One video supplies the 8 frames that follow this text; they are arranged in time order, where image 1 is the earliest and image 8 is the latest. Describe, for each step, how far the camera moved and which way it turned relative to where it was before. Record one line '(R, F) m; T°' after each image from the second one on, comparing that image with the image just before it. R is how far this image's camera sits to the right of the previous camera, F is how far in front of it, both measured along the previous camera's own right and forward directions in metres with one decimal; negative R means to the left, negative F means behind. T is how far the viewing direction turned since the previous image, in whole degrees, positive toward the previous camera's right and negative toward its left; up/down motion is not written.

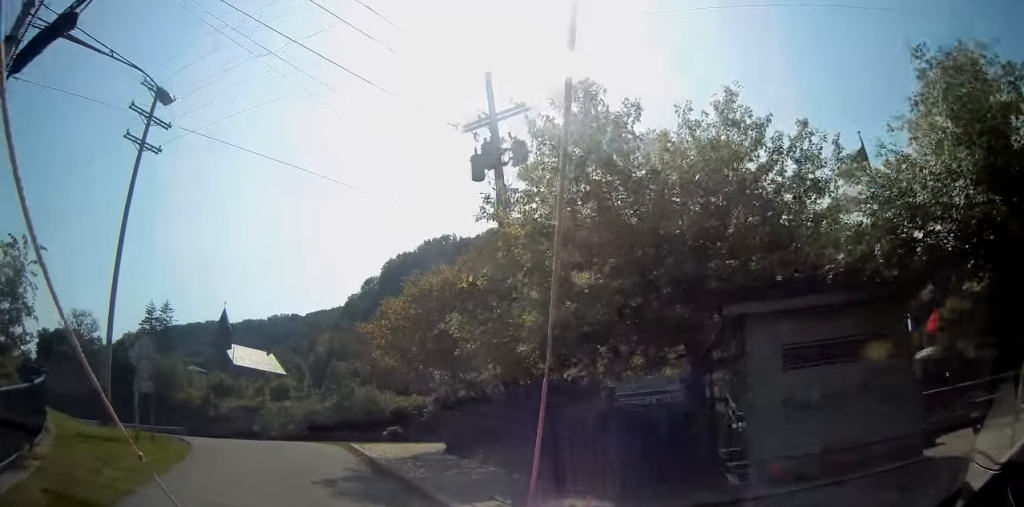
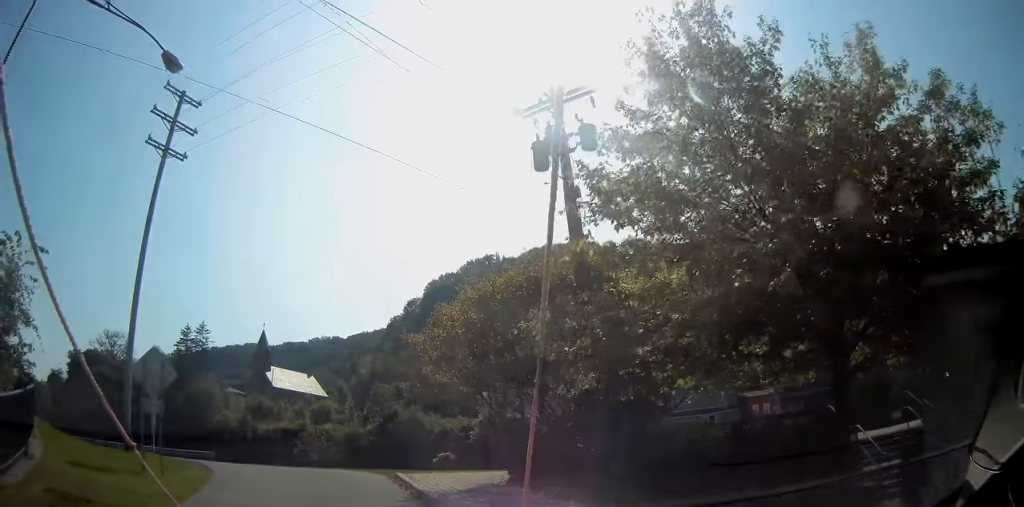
(+0.2, +2.4) m; -4°
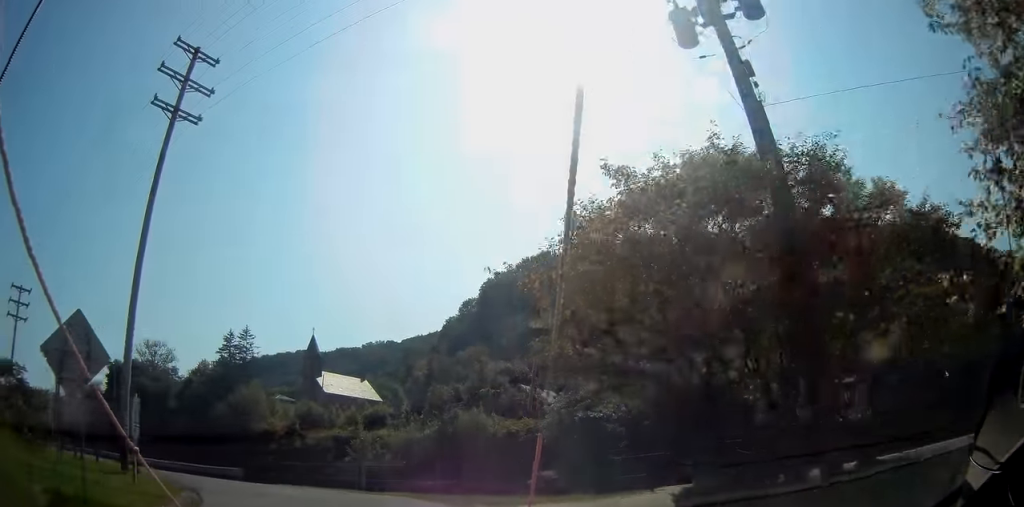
(-0.9, +6.4) m; -8°
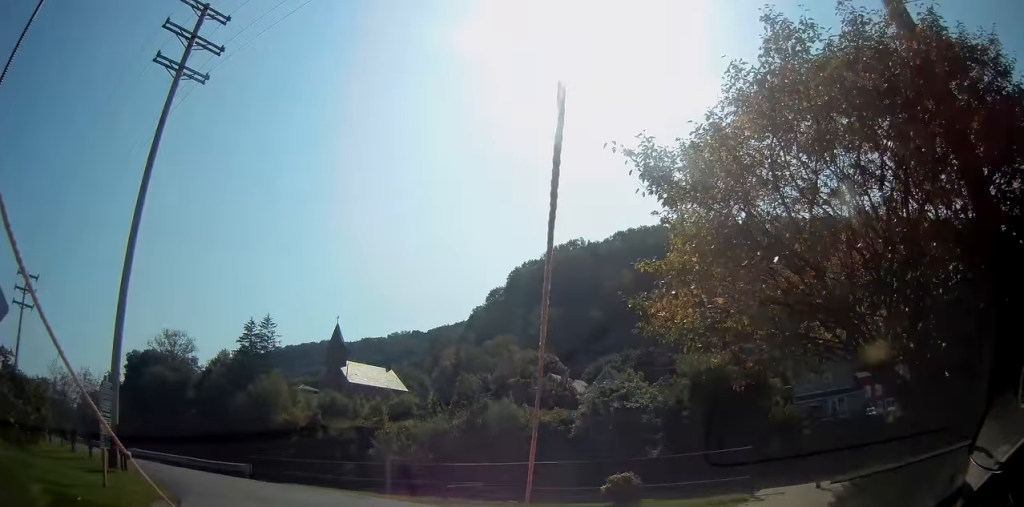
(0.0, +3.3) m; 0°
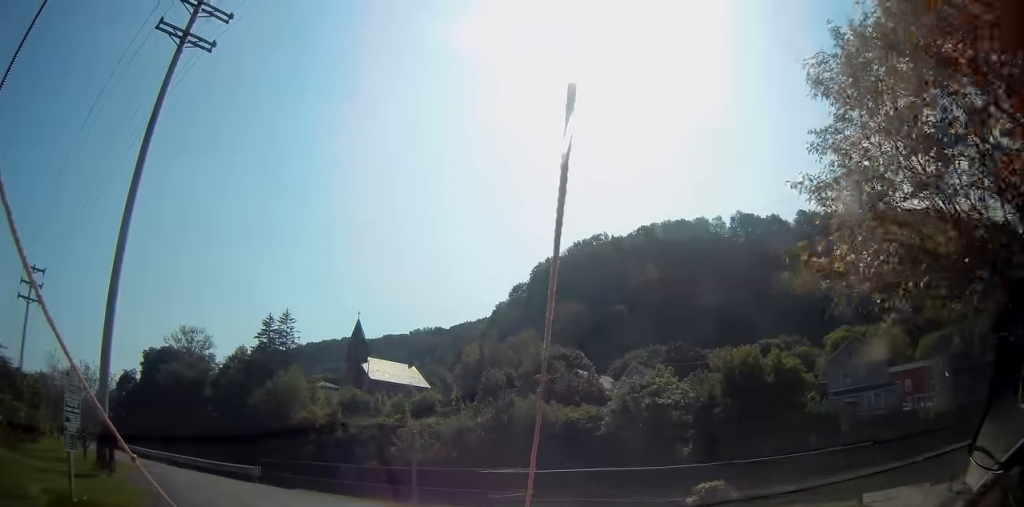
(0.0, +2.5) m; -2°
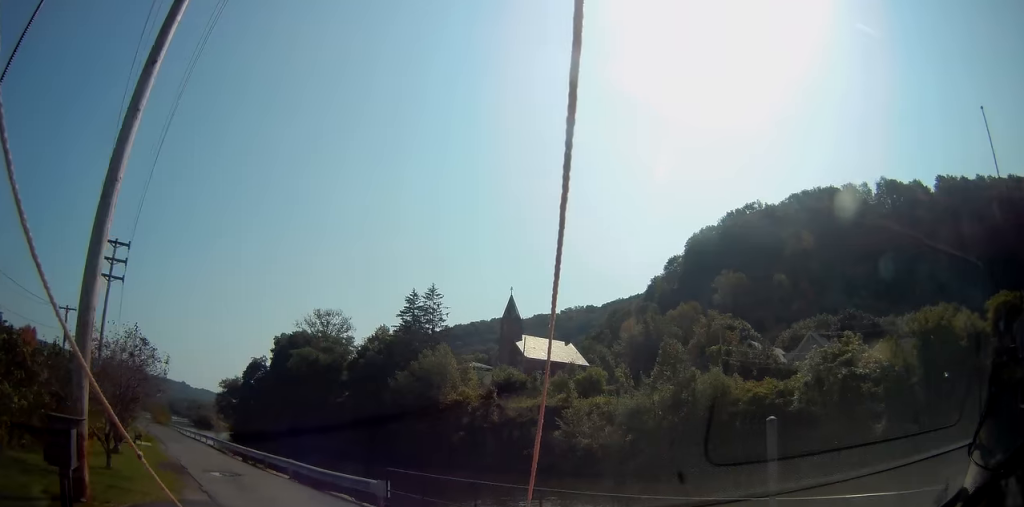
(-1.6, +9.1) m; -19°
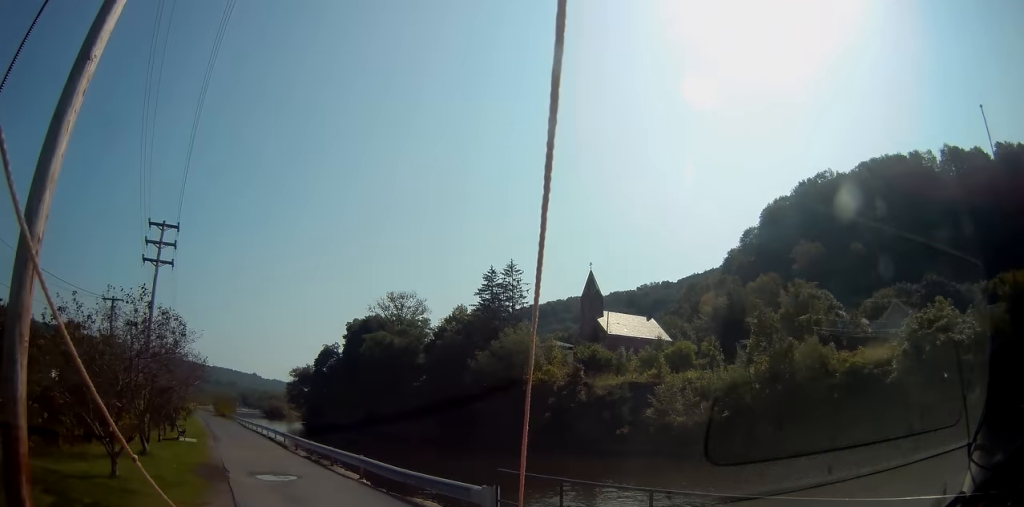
(0.0, +4.1) m; -1°
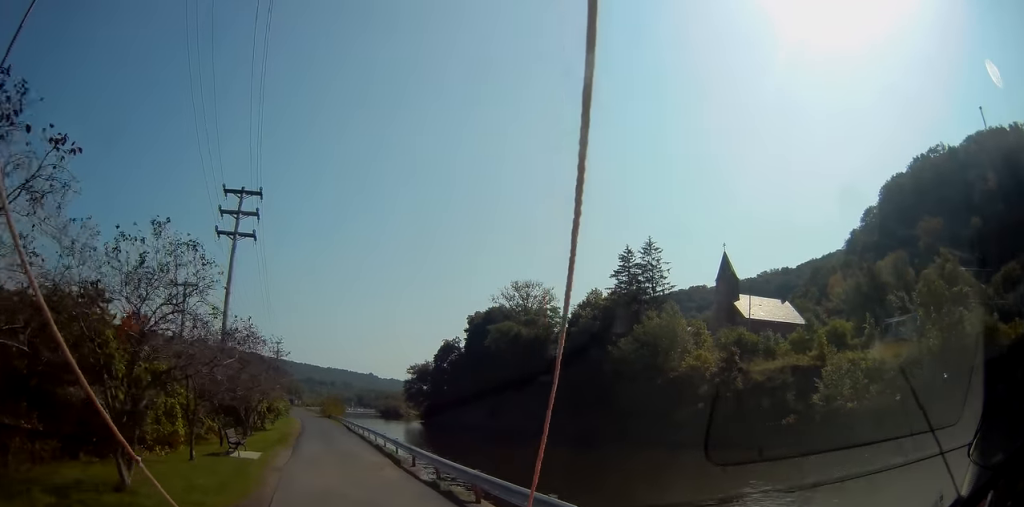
(-0.8, +9.1) m; -12°
